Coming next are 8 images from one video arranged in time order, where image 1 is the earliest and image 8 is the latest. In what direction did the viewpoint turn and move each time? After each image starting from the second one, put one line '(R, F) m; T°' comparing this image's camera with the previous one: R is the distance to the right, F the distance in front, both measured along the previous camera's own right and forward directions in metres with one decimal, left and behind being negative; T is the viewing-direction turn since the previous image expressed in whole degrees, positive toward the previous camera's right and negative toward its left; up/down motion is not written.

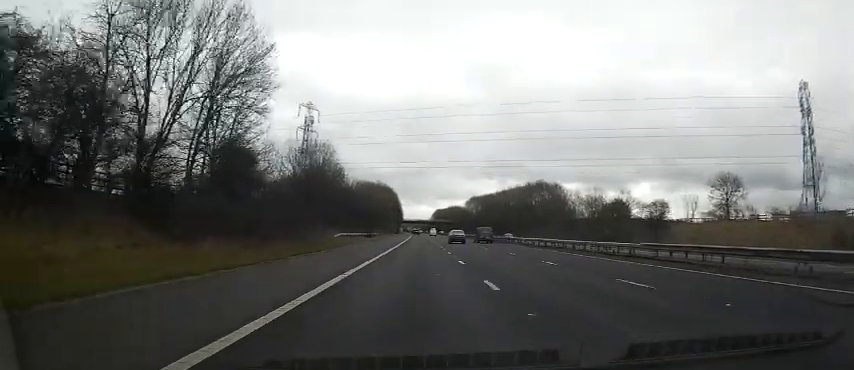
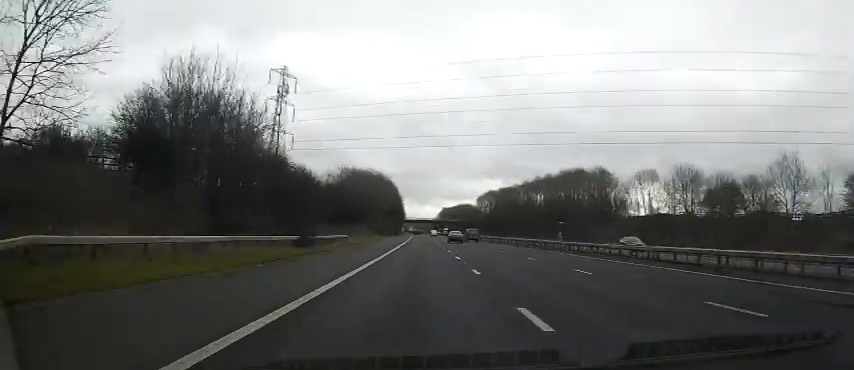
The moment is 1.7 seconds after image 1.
(-0.4, +40.5) m; -1°
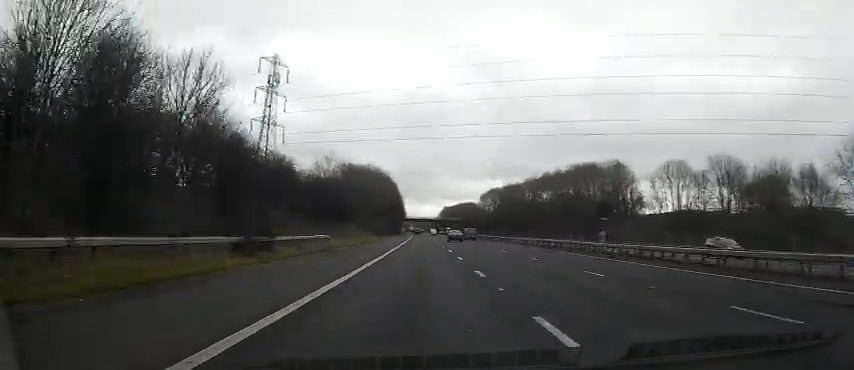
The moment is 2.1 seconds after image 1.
(0.0, +10.4) m; -1°
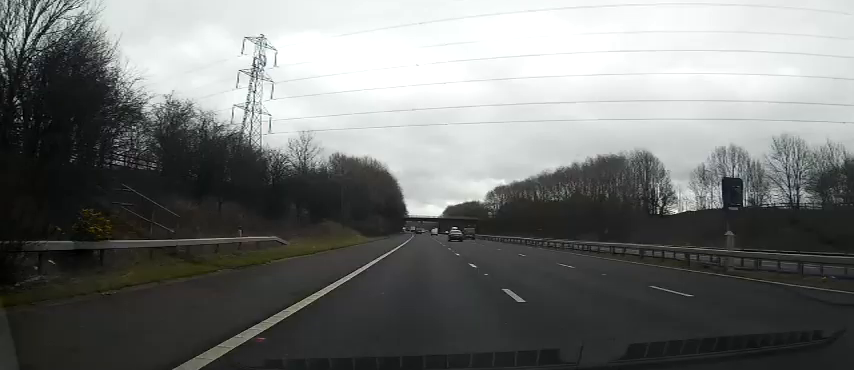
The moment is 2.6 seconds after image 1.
(-0.1, +13.7) m; 0°
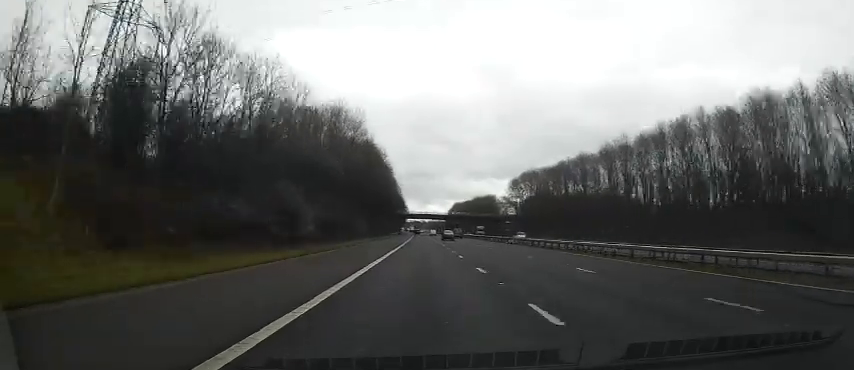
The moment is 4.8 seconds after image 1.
(+0.2, +56.4) m; +1°
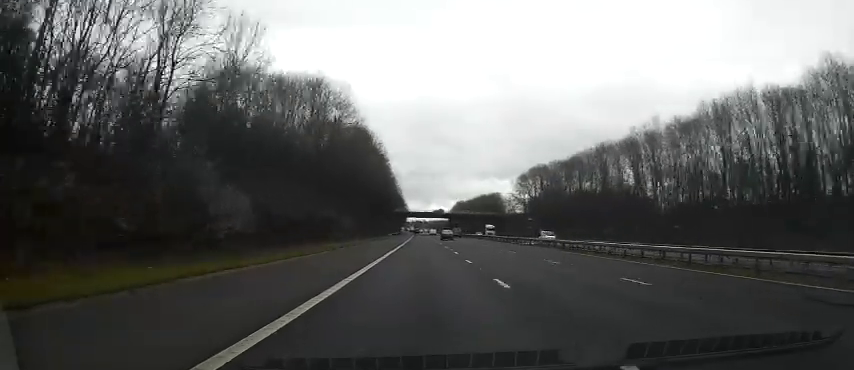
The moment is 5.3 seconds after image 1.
(0.0, +13.4) m; 0°
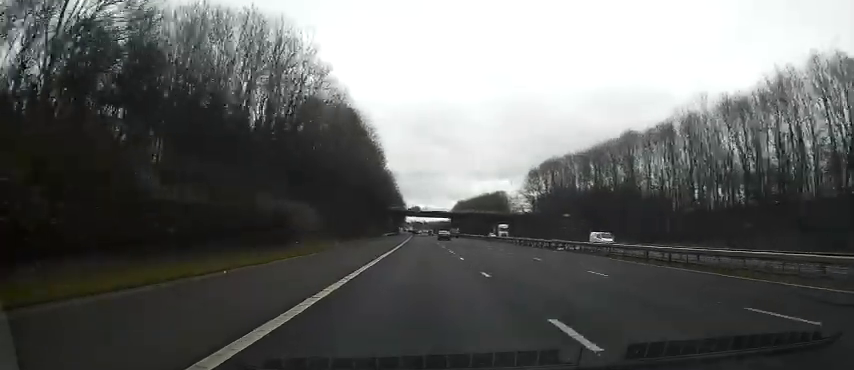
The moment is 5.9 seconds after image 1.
(0.0, +15.8) m; -1°
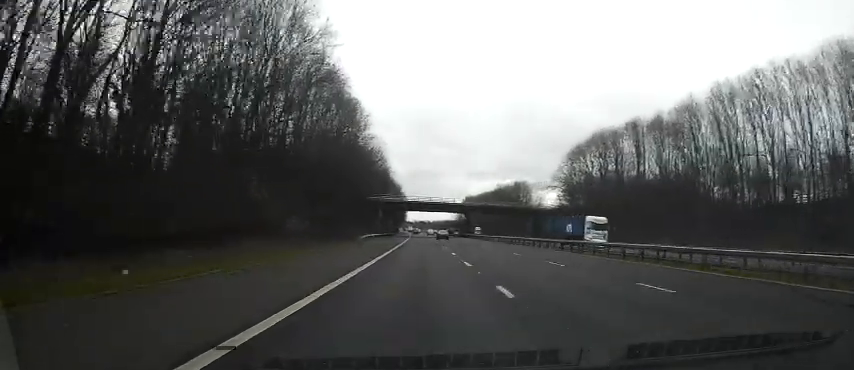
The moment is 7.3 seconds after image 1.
(-0.5, +39.9) m; -1°
